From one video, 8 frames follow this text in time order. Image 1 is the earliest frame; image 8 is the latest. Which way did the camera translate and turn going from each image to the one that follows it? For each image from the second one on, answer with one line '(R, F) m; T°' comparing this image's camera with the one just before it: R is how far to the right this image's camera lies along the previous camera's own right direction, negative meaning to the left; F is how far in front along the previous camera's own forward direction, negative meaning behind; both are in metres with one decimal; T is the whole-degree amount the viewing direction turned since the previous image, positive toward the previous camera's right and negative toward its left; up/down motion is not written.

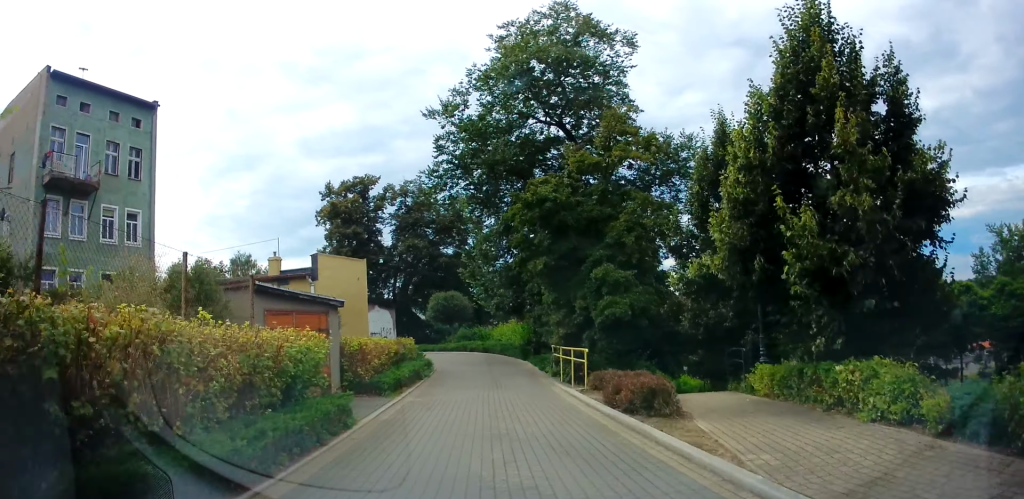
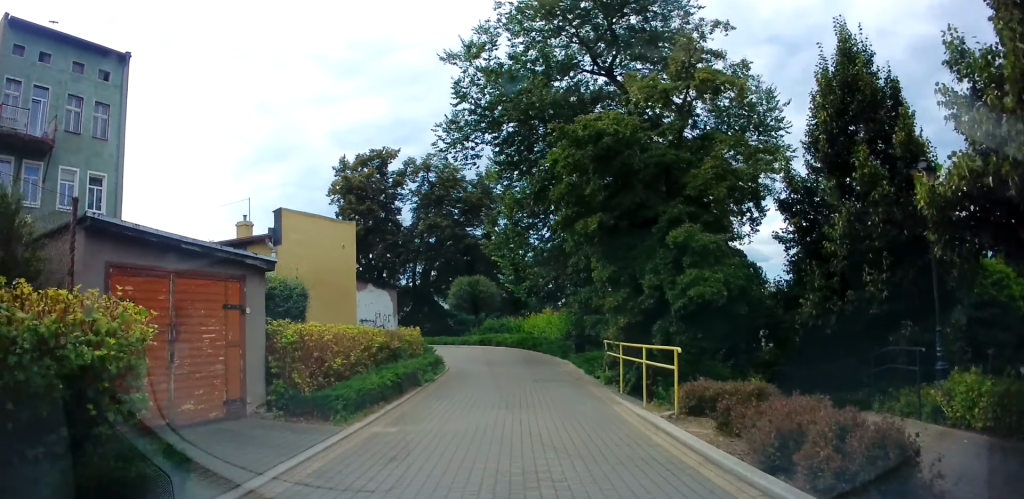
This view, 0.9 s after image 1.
(-0.3, +5.9) m; -4°
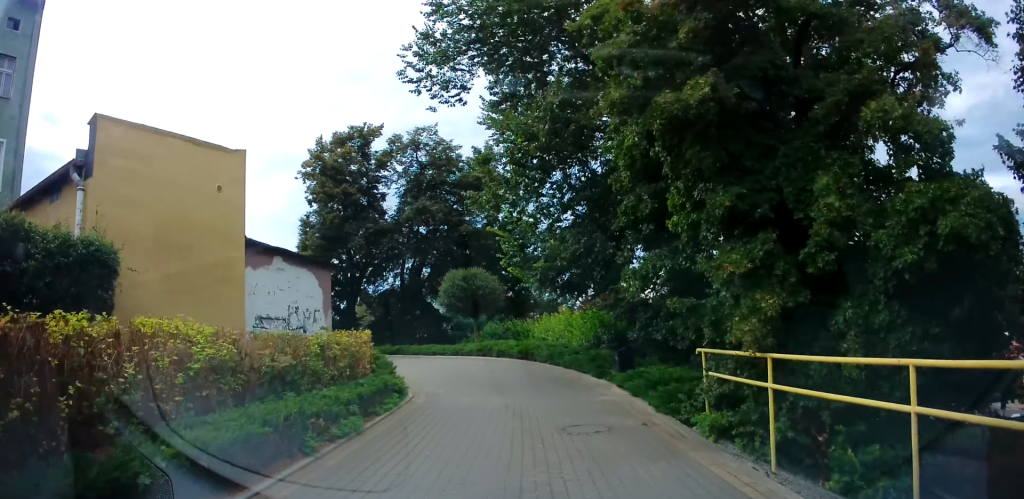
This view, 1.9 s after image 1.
(-0.1, +7.3) m; -1°
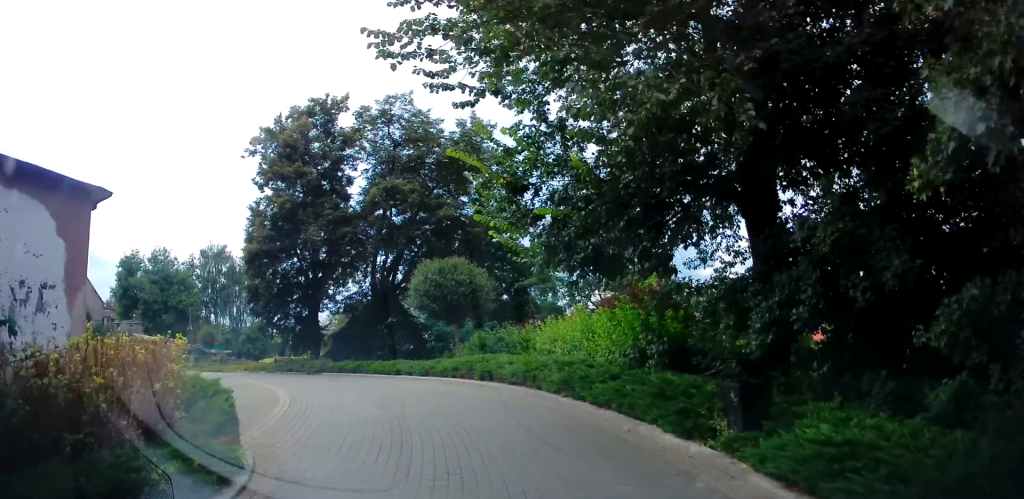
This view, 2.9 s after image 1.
(0.0, +7.3) m; -1°
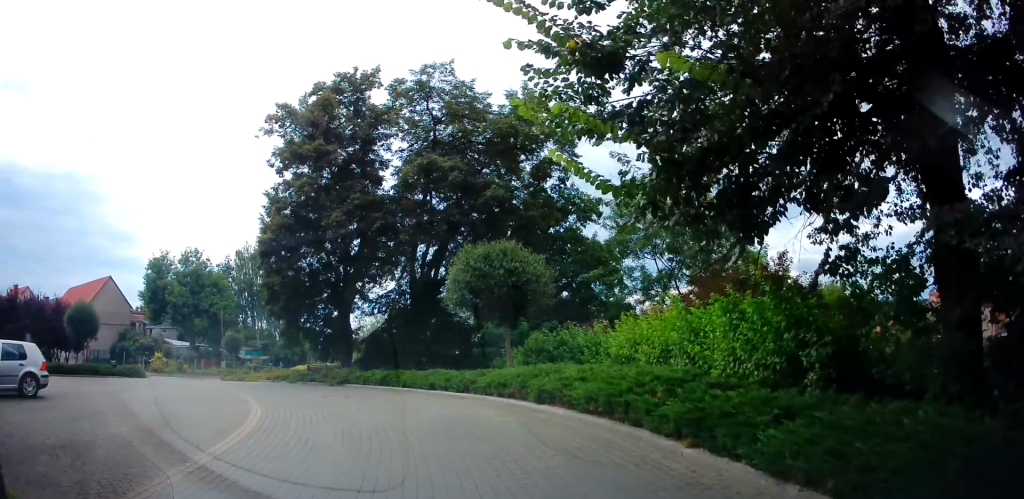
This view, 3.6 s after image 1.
(+0.1, +4.6) m; -3°
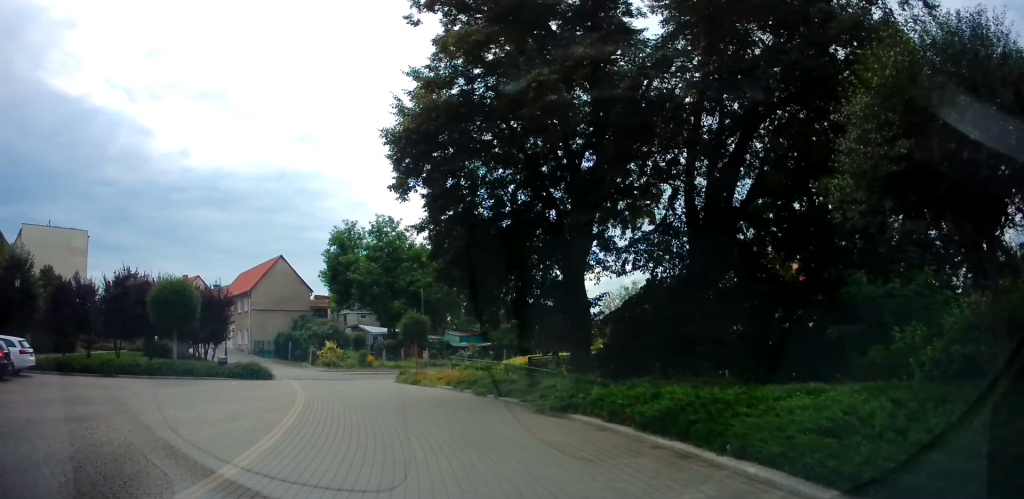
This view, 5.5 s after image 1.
(-2.9, +12.0) m; -28°
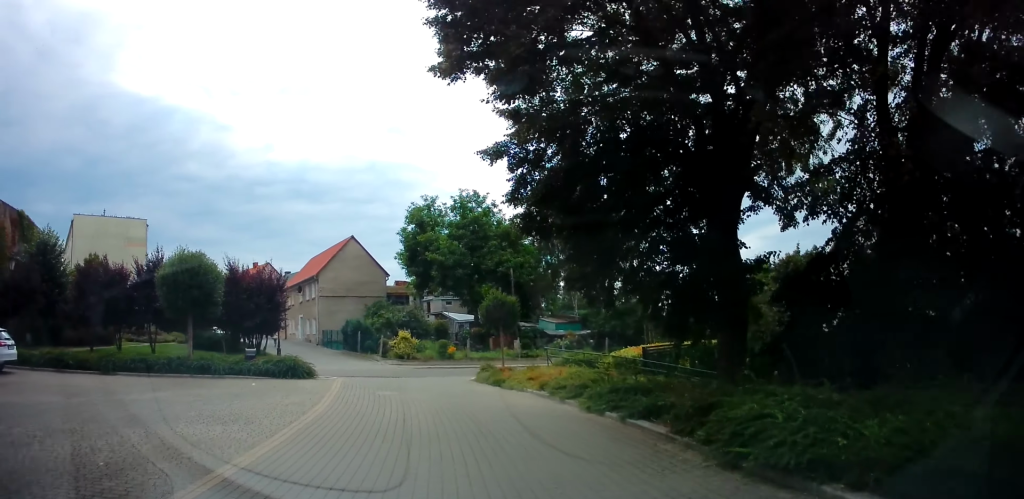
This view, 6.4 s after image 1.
(-0.5, +5.9) m; -6°
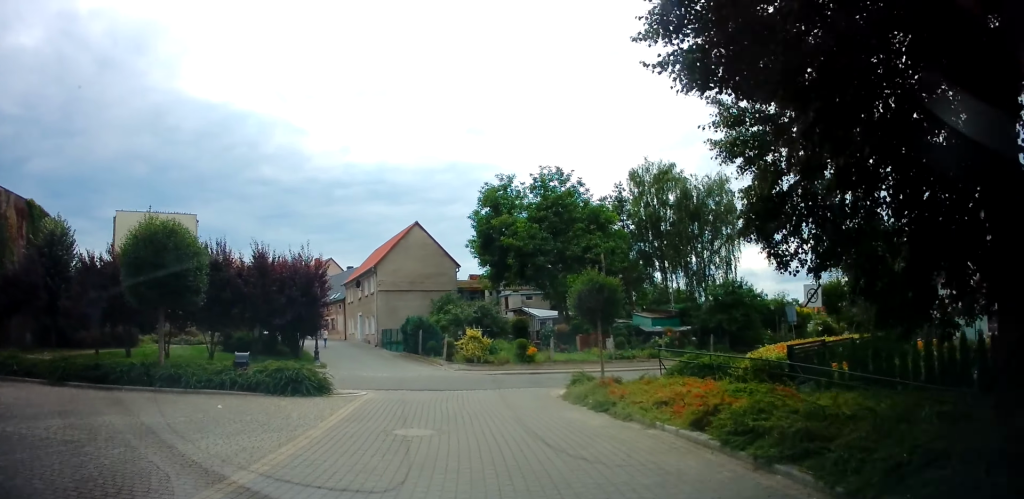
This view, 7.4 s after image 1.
(-0.2, +6.6) m; -9°
